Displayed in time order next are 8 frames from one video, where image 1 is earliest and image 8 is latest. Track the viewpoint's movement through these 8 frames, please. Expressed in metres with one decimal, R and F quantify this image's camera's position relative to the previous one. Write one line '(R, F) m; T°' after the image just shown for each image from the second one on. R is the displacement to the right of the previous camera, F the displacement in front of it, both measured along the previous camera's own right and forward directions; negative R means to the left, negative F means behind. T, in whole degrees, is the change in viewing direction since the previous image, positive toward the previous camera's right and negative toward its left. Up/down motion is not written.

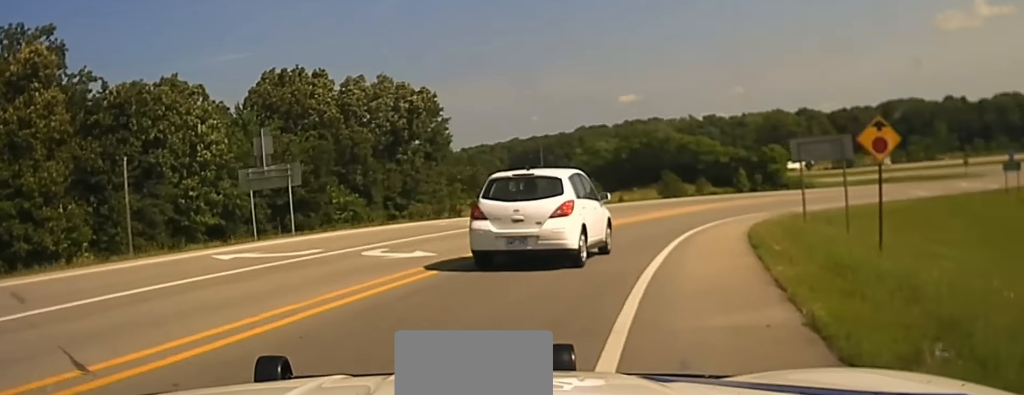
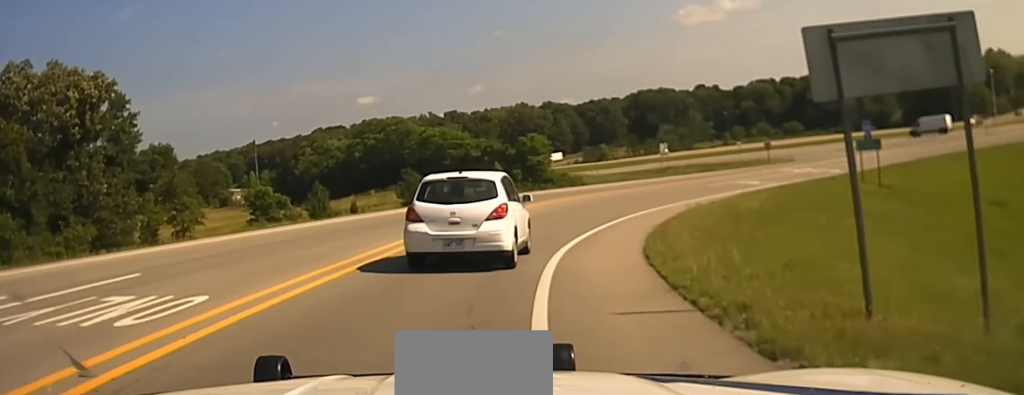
(+3.3, +17.5) m; +18°
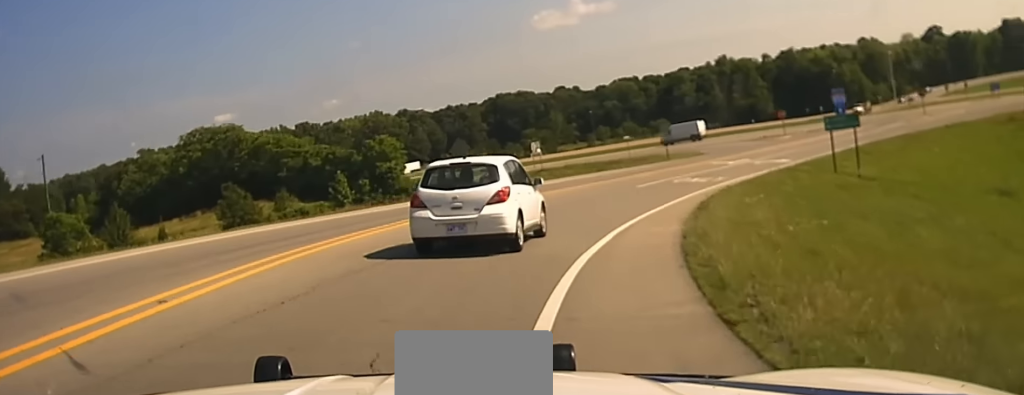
(+1.4, +16.4) m; +10°
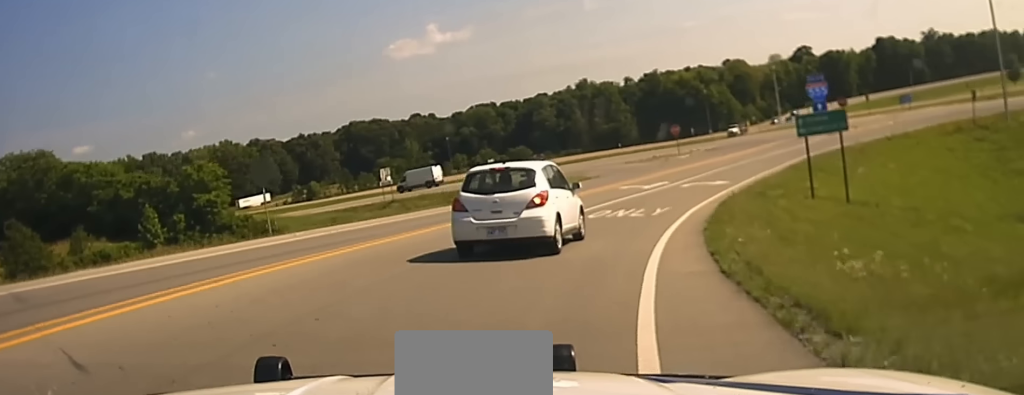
(+0.9, +14.8) m; +9°
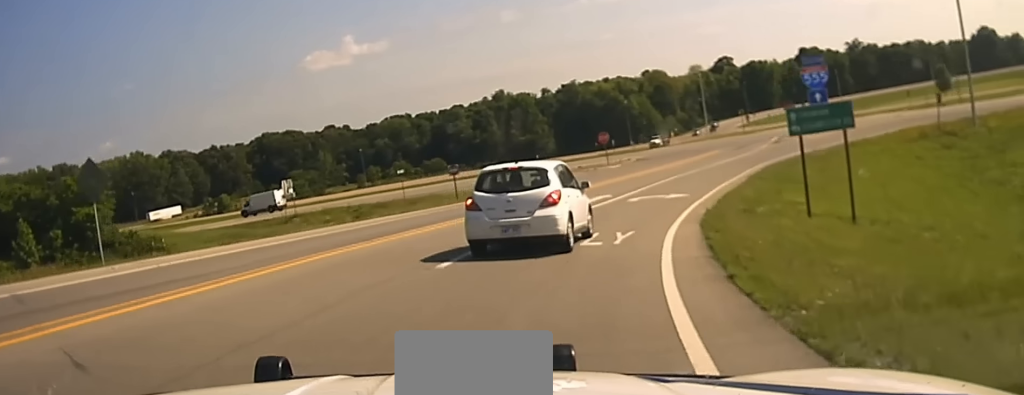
(+0.7, +8.2) m; +5°
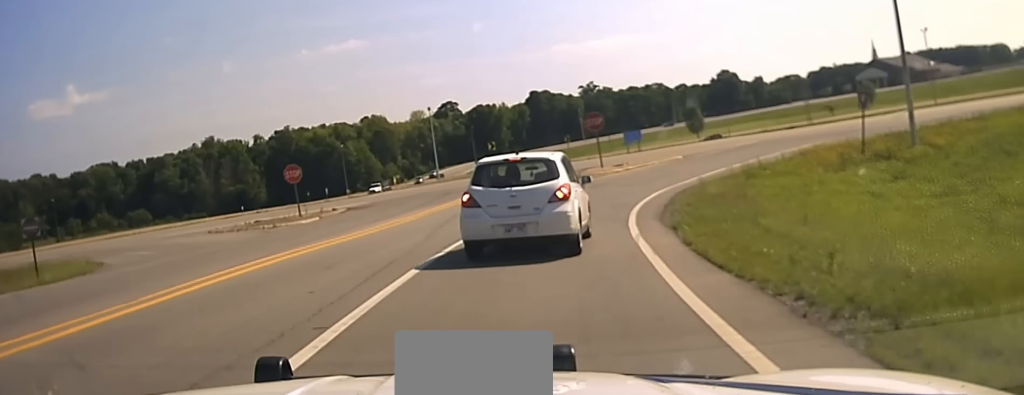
(+4.0, +27.4) m; +19°
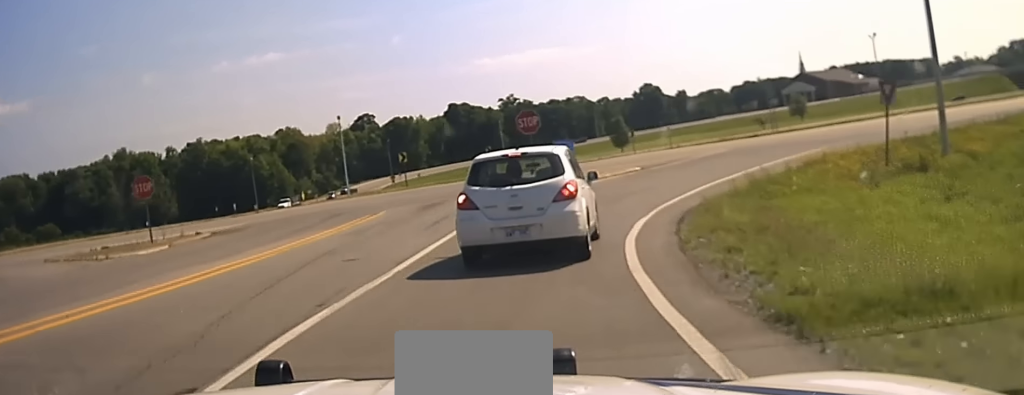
(+1.2, +10.1) m; +5°
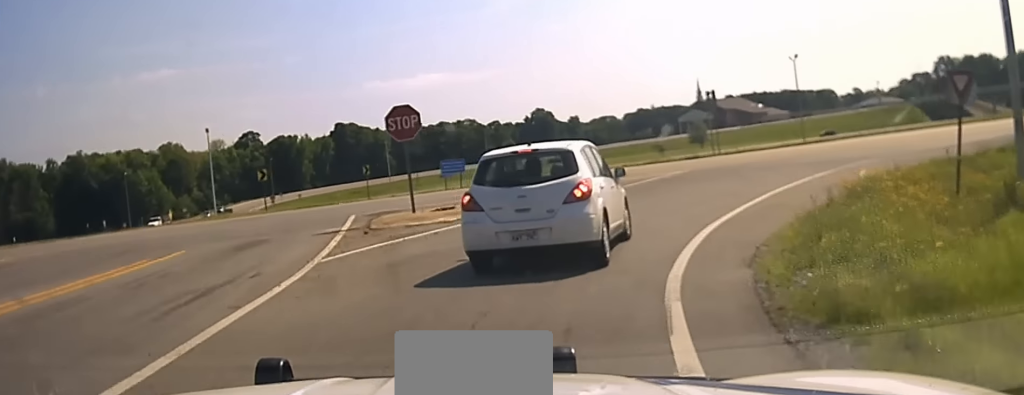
(+0.6, +10.8) m; +8°
